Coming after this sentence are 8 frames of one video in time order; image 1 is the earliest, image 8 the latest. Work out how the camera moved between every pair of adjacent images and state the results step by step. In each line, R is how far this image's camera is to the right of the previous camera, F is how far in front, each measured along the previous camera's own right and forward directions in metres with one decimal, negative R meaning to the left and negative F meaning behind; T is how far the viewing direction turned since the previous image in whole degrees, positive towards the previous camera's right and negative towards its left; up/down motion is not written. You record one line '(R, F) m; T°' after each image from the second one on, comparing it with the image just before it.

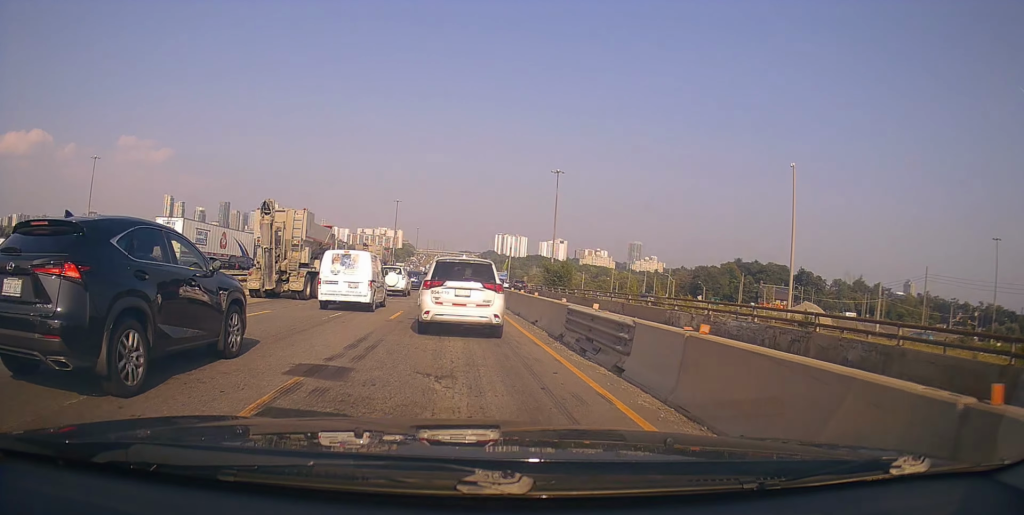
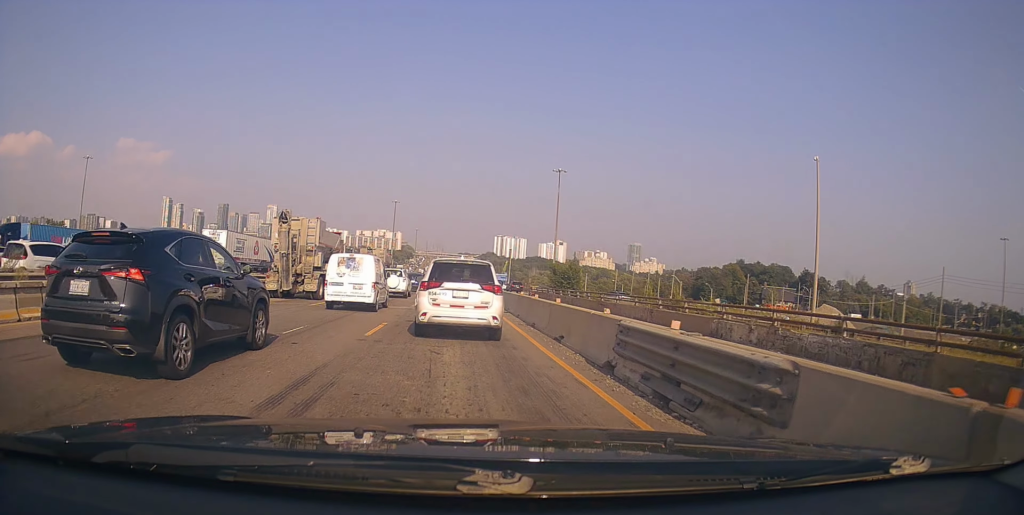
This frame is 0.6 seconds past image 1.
(-0.3, +4.2) m; 0°
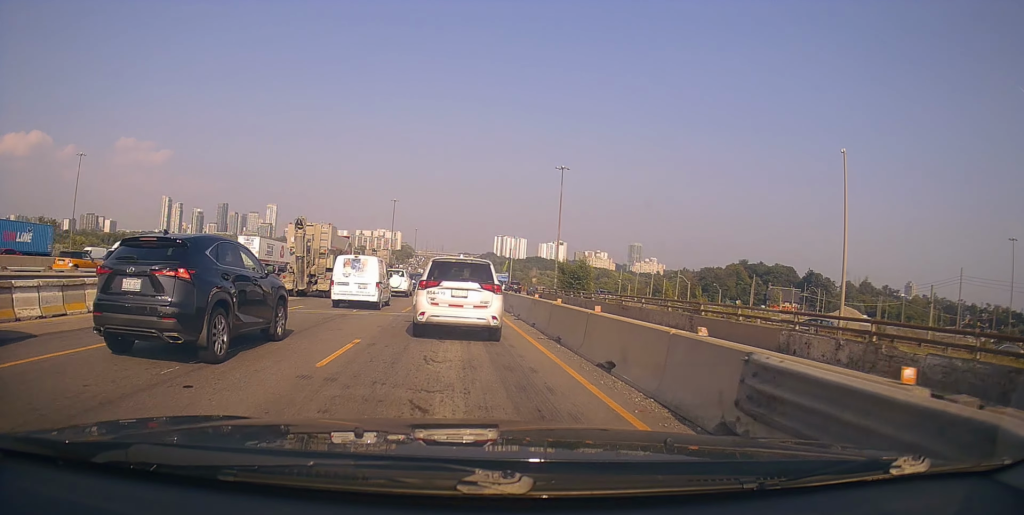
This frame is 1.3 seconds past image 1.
(+0.1, +4.1) m; 0°
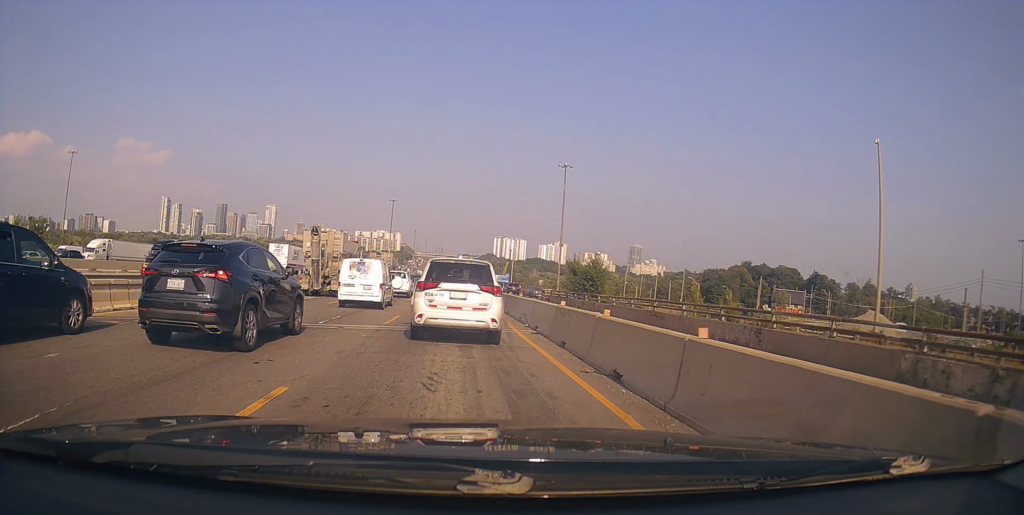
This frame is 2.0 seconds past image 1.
(+0.2, +4.7) m; 0°
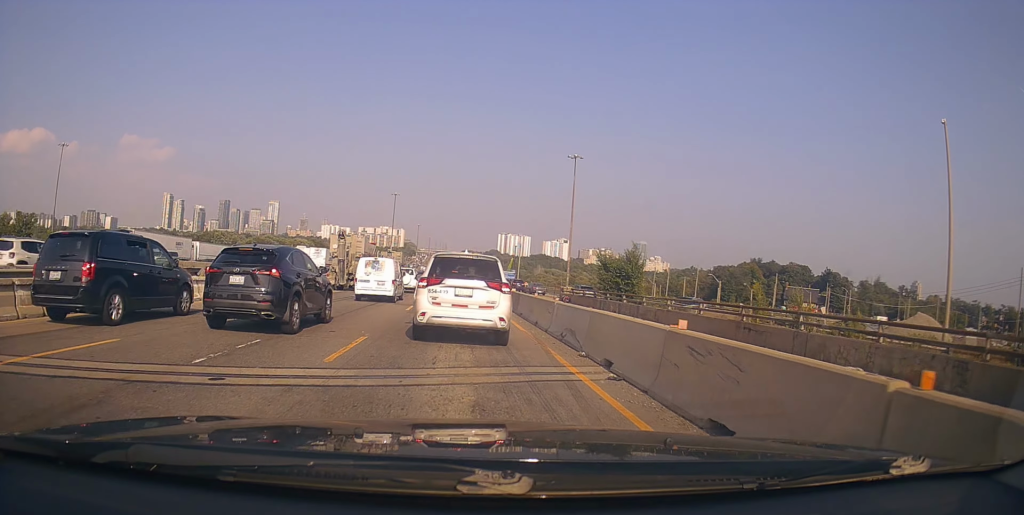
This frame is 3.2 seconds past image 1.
(-0.3, +7.2) m; +2°
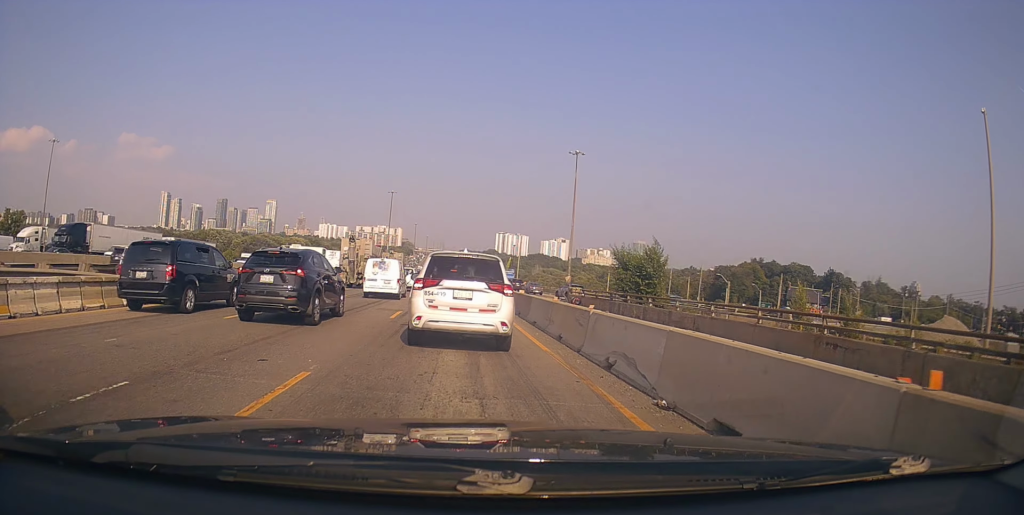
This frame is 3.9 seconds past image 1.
(+0.3, +4.5) m; +4°
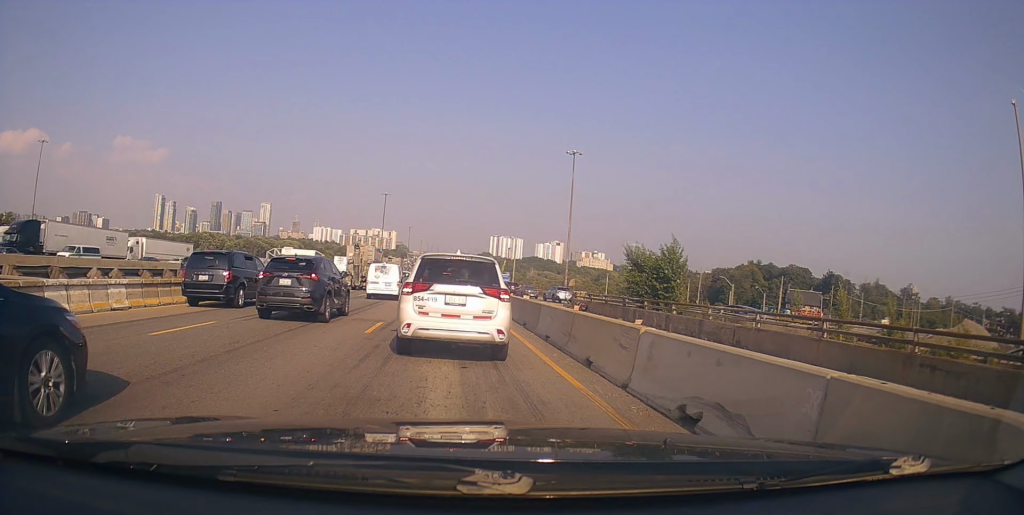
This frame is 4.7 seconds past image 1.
(0.0, +3.8) m; 0°
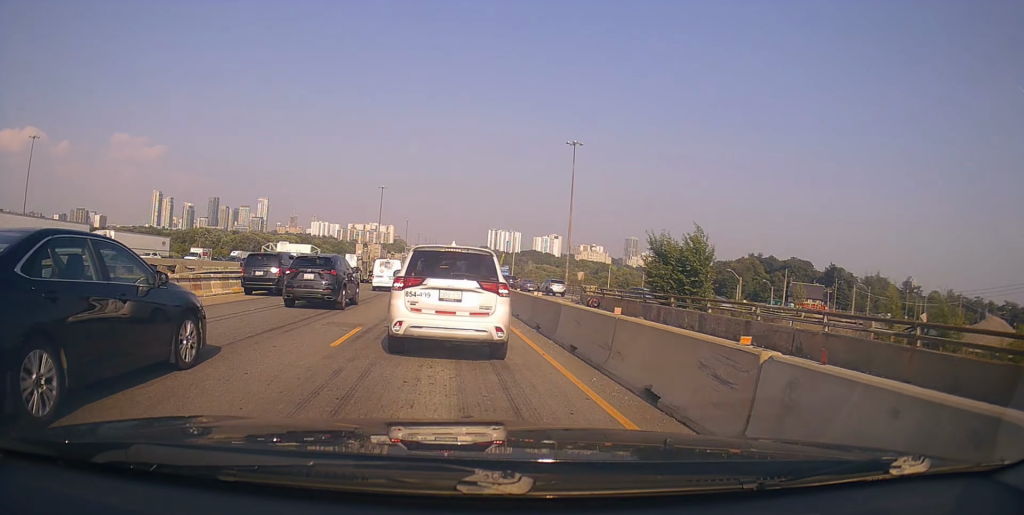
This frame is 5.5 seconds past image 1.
(0.0, +3.8) m; 0°
